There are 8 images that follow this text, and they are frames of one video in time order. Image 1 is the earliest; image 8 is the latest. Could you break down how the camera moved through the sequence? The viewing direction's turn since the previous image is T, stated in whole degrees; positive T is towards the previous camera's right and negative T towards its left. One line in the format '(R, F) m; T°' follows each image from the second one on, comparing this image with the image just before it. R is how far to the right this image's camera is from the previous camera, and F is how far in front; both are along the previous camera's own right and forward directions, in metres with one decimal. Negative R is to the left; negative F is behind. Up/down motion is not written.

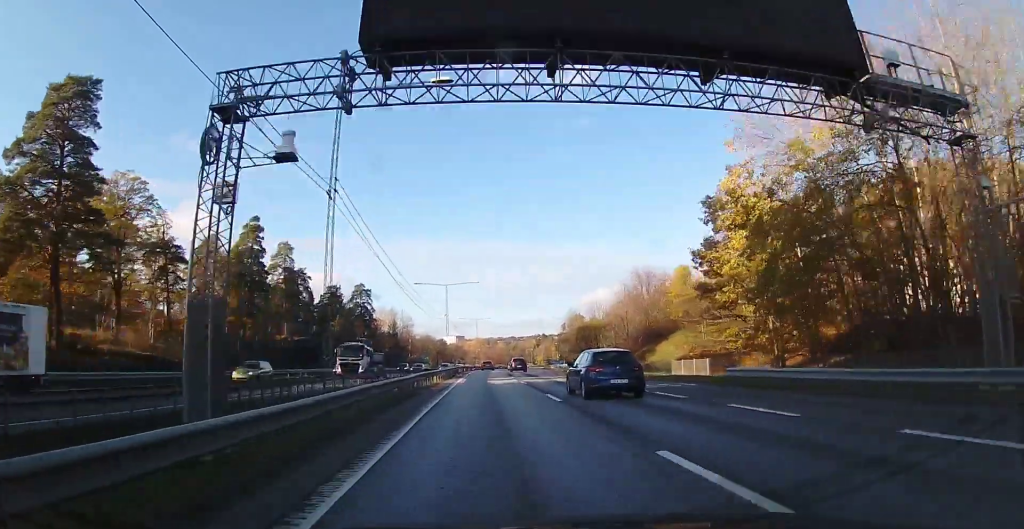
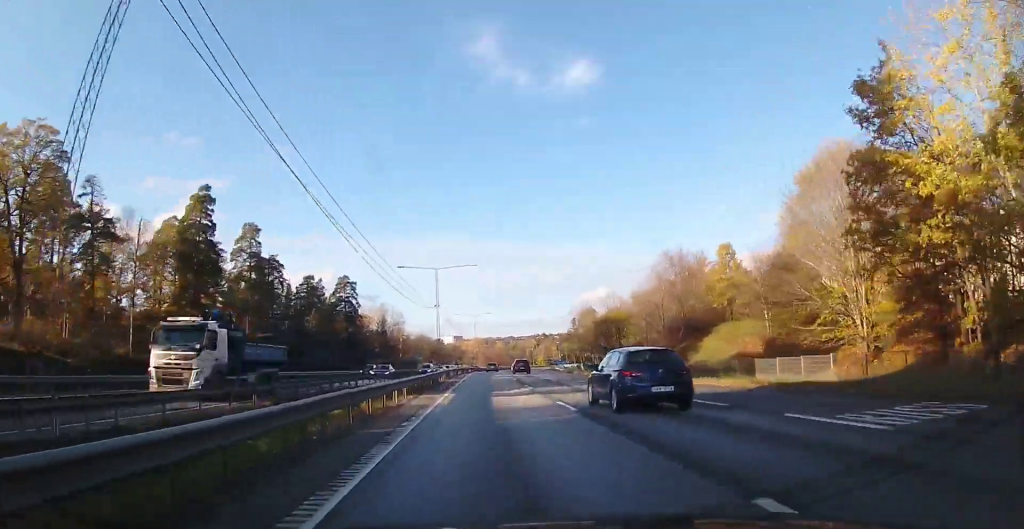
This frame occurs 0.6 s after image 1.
(+0.1, +14.4) m; 0°
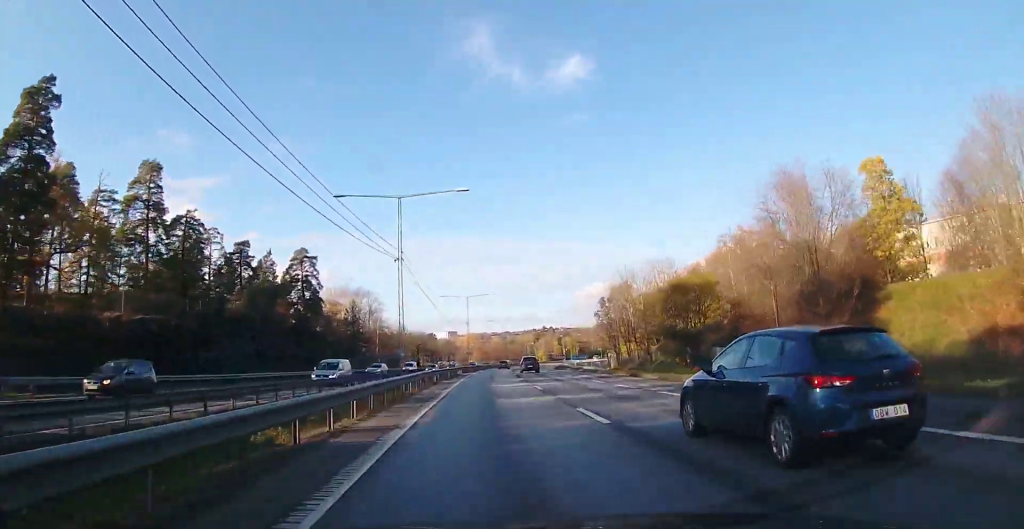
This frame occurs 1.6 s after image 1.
(-0.2, +27.1) m; +1°
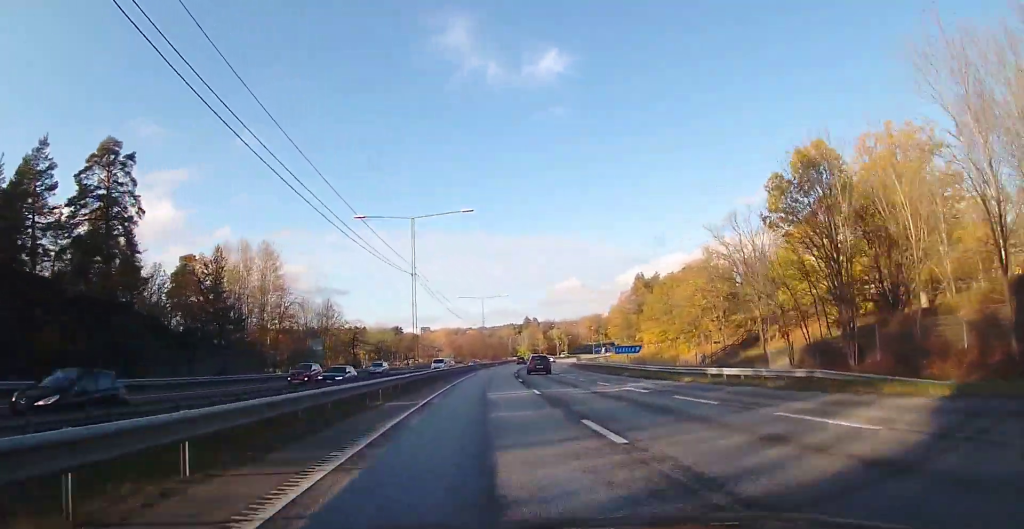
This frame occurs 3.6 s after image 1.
(+1.2, +50.2) m; +2°
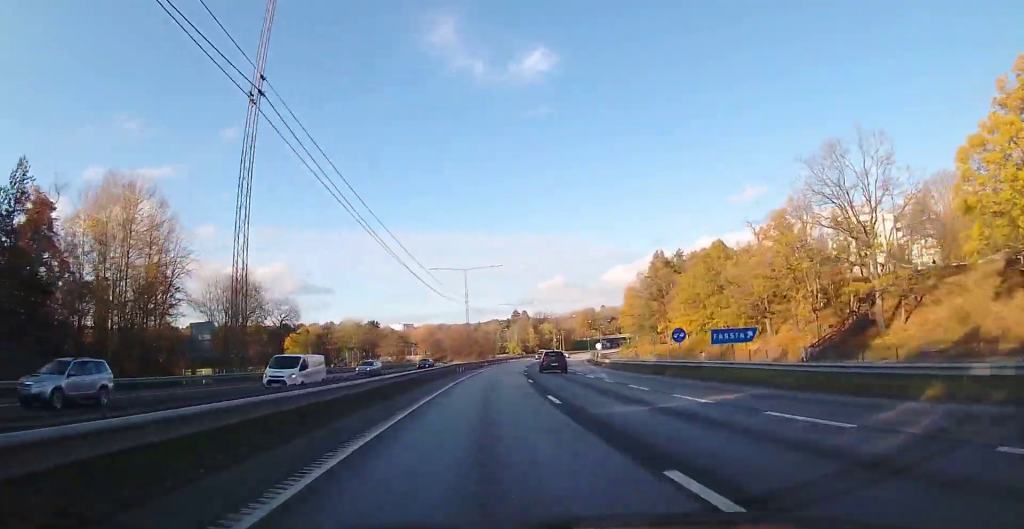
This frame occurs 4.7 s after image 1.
(+0.3, +29.1) m; +2°
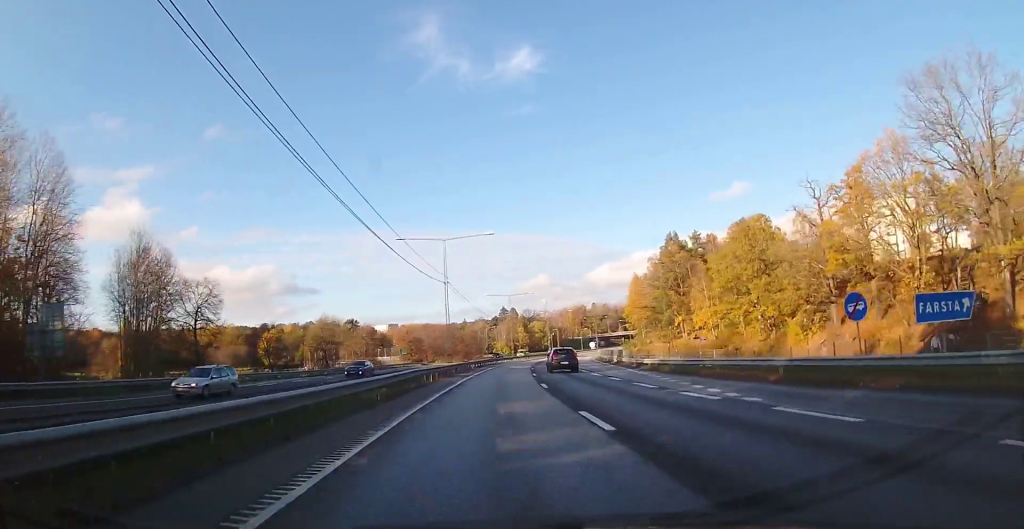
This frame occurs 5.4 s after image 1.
(+0.2, +18.0) m; +2°
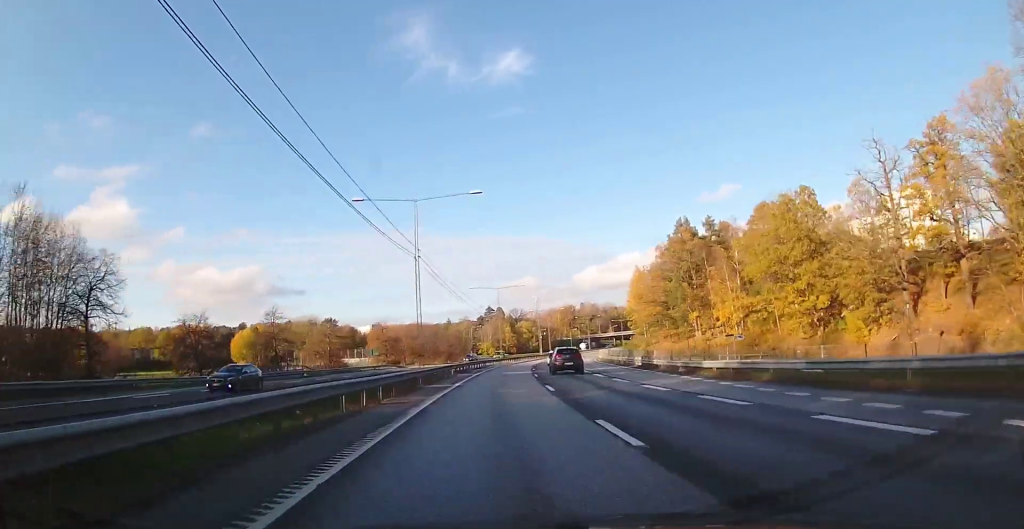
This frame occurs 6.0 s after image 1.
(+0.3, +13.6) m; +1°
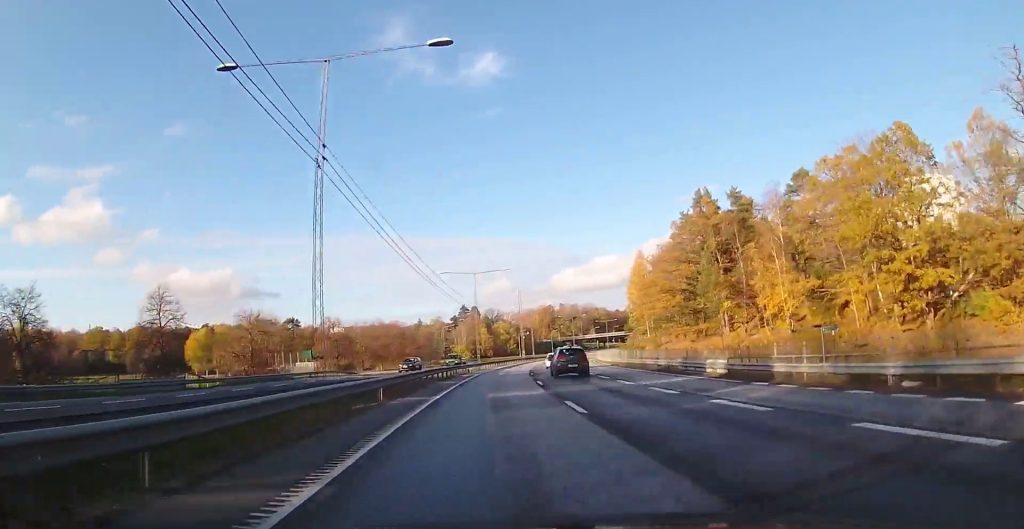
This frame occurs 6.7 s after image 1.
(+0.3, +19.5) m; +2°
